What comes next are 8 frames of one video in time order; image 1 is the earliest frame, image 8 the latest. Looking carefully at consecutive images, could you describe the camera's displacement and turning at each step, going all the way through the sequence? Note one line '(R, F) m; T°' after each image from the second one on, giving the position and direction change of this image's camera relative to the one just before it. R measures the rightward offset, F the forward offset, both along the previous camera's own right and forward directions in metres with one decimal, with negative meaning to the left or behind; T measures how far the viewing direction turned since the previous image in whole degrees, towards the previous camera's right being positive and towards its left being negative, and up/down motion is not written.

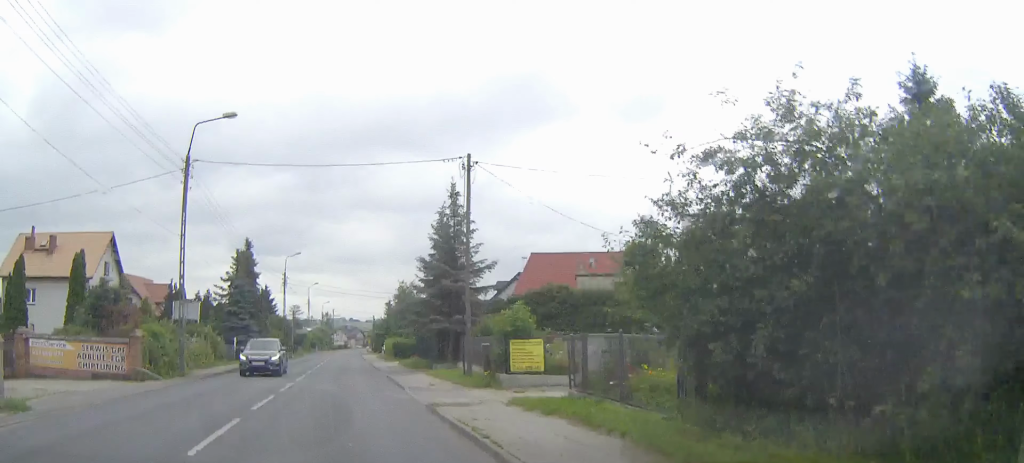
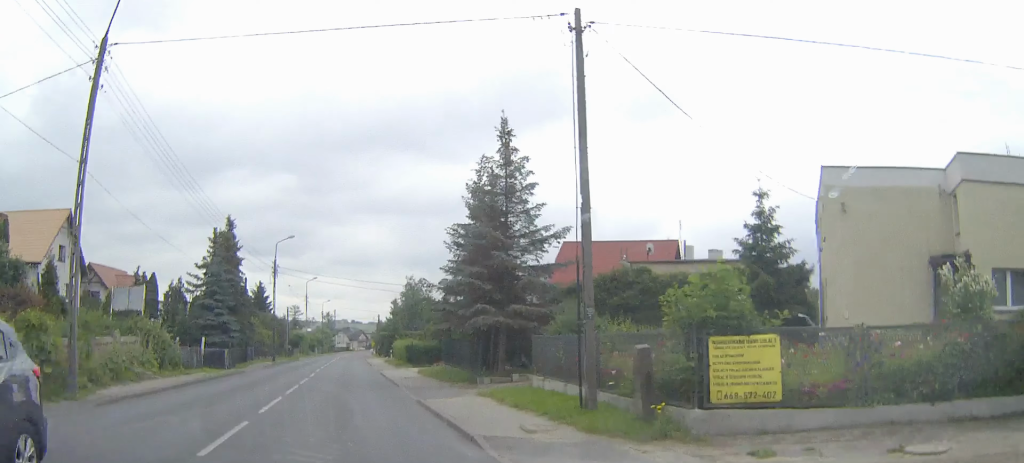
(0.0, +11.8) m; 0°
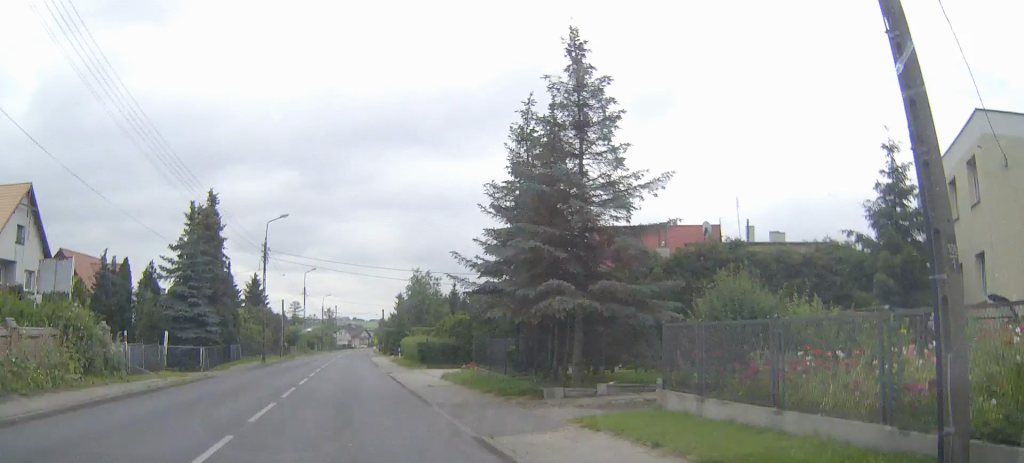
(0.0, +8.2) m; 0°
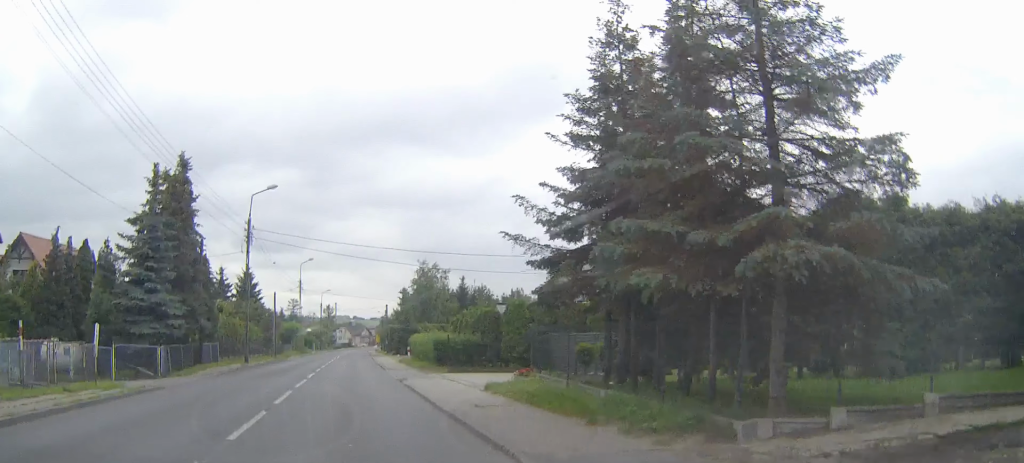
(0.0, +8.7) m; 0°
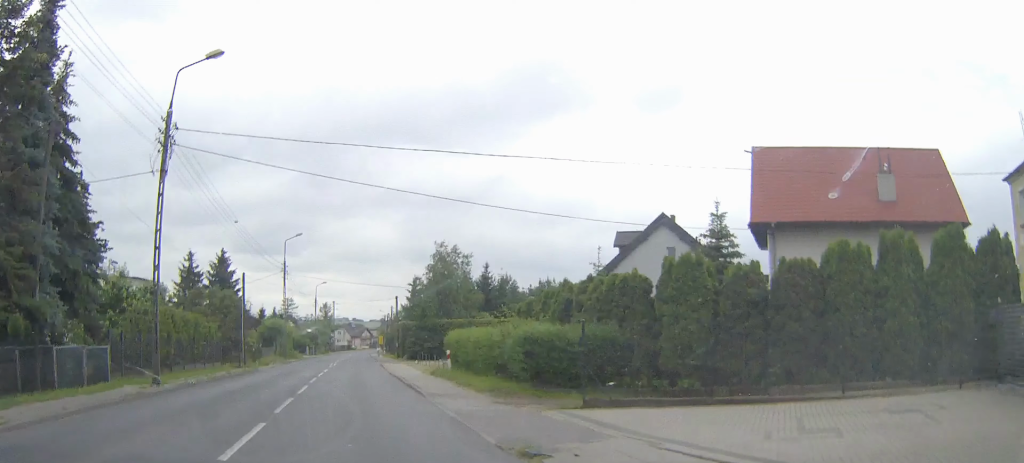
(0.0, +19.5) m; 0°
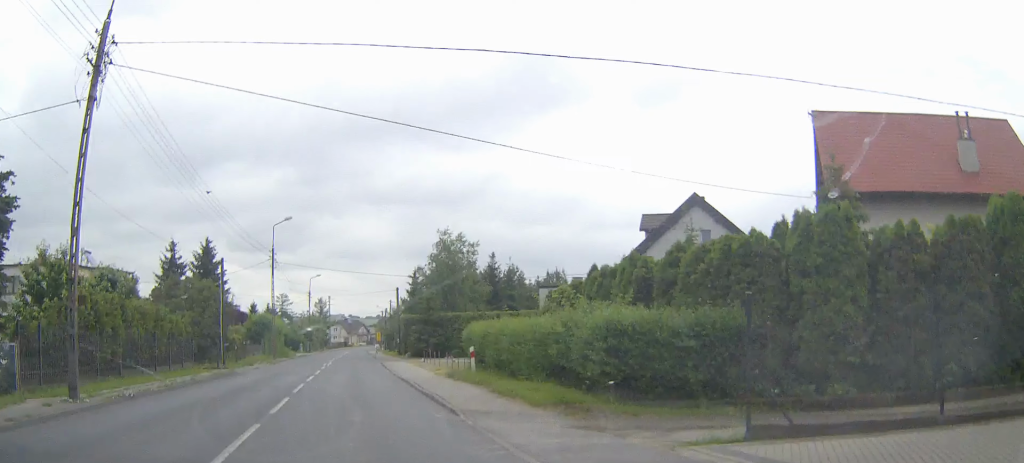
(0.0, +6.8) m; 0°
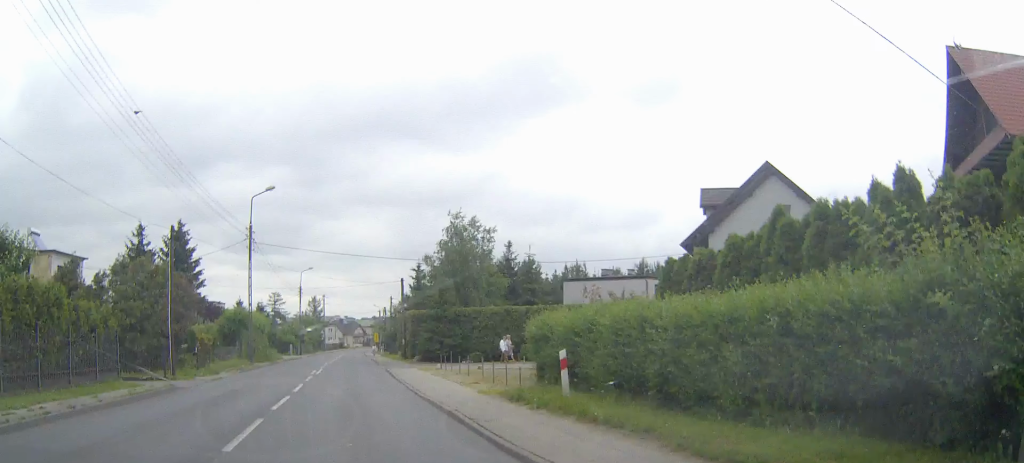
(+0.1, +10.7) m; 0°
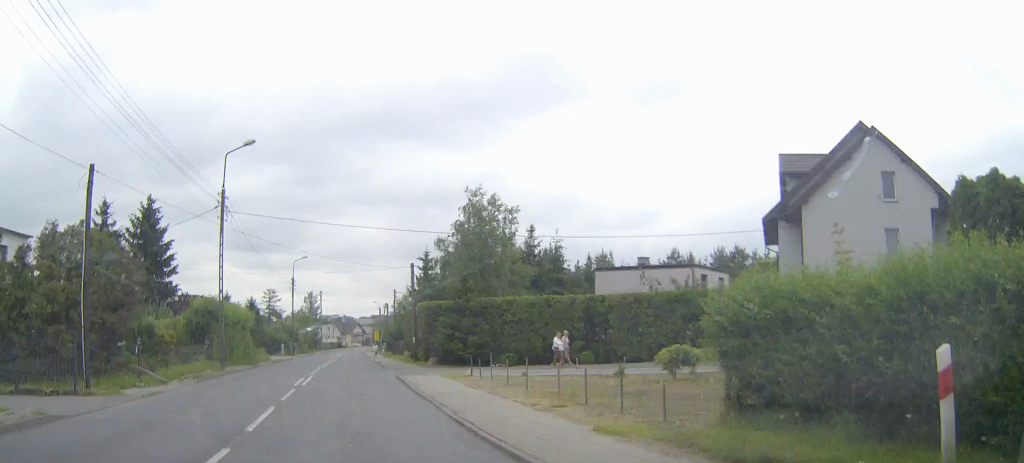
(0.0, +10.1) m; 0°
